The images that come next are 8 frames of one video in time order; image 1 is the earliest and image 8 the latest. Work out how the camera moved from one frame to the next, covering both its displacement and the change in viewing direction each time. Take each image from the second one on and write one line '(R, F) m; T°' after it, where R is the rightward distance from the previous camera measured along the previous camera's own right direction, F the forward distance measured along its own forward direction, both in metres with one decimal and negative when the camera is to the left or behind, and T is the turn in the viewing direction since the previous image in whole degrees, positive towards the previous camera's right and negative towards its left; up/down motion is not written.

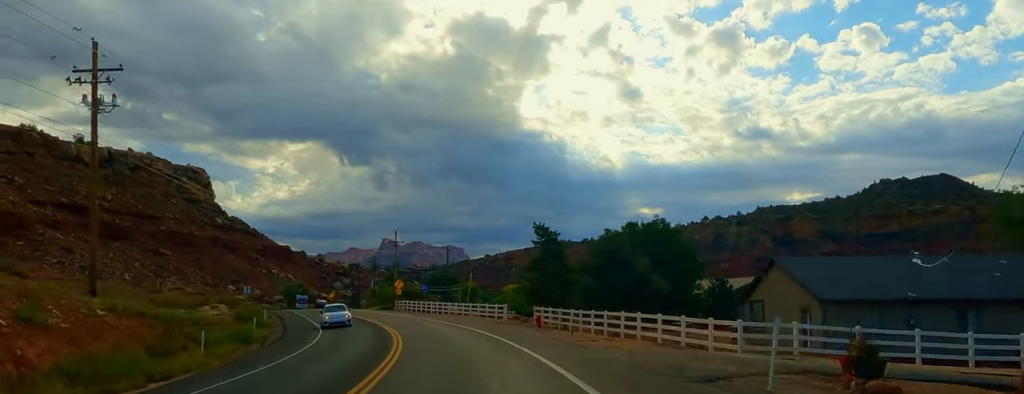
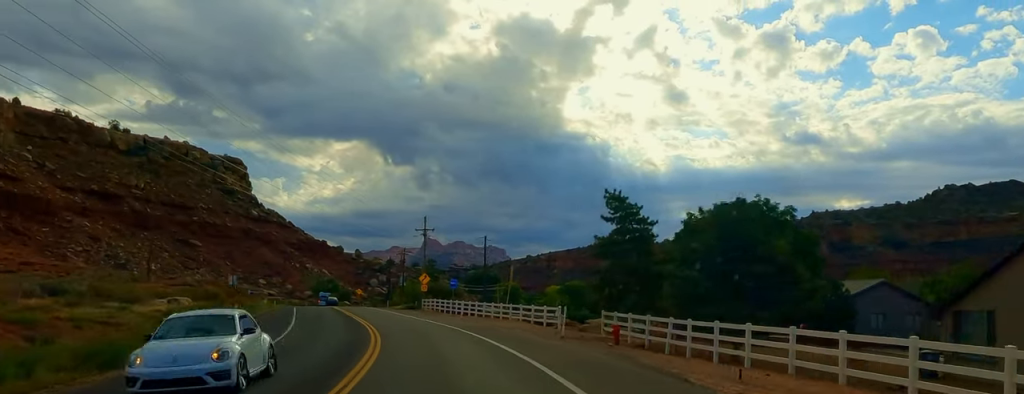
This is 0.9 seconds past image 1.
(-0.8, +16.7) m; -4°
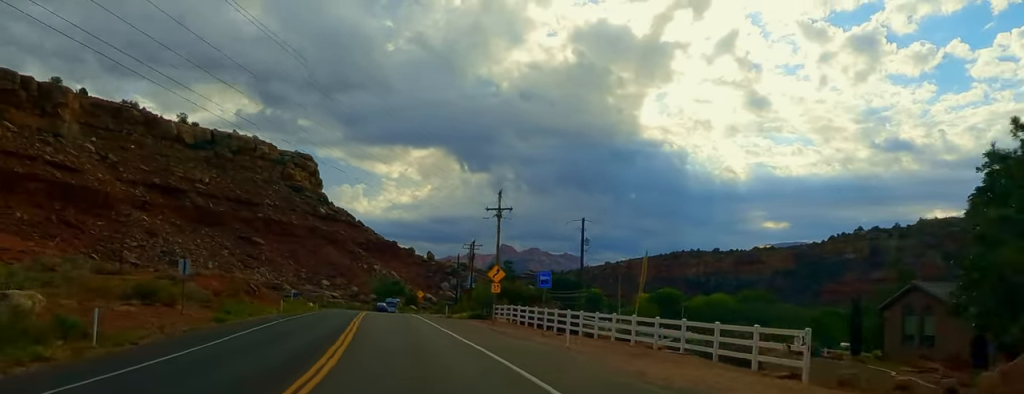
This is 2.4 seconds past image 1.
(-1.3, +25.9) m; -5°
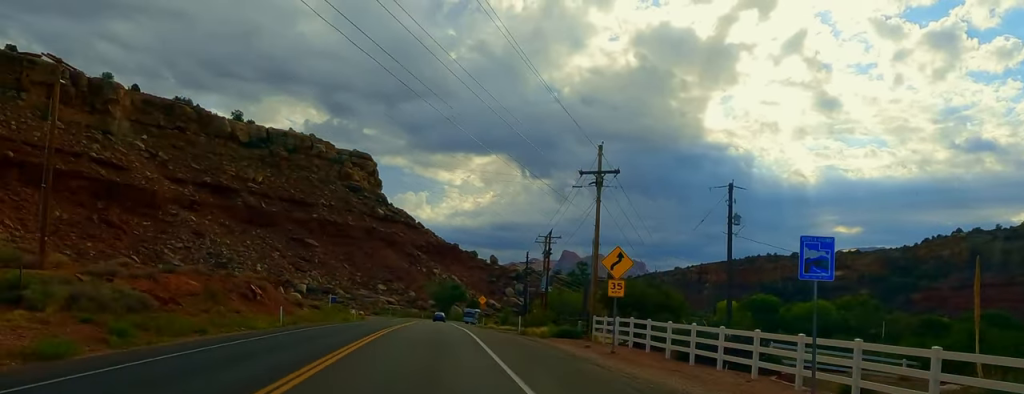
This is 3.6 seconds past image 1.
(-0.9, +21.8) m; -2°
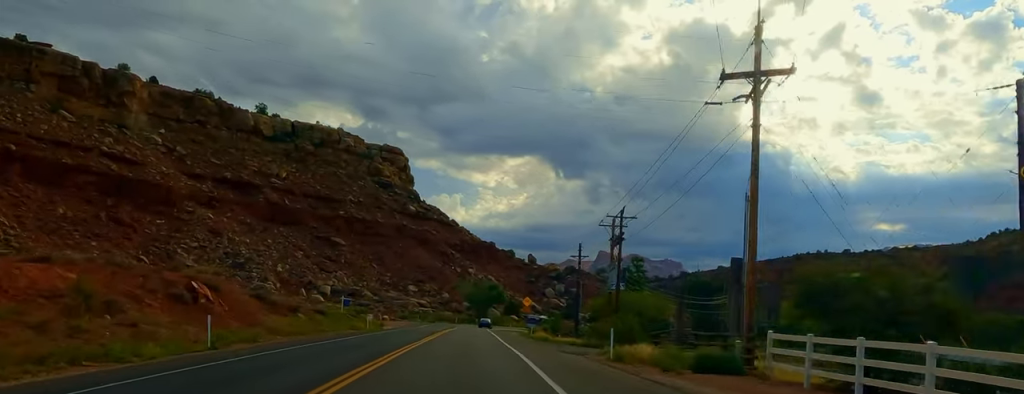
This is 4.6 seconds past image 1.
(-0.3, +18.8) m; -1°
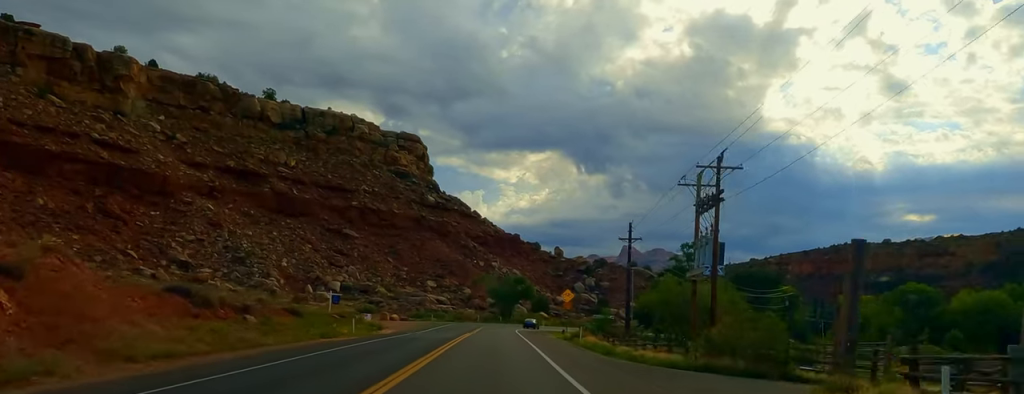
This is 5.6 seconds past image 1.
(-0.1, +18.2) m; 0°
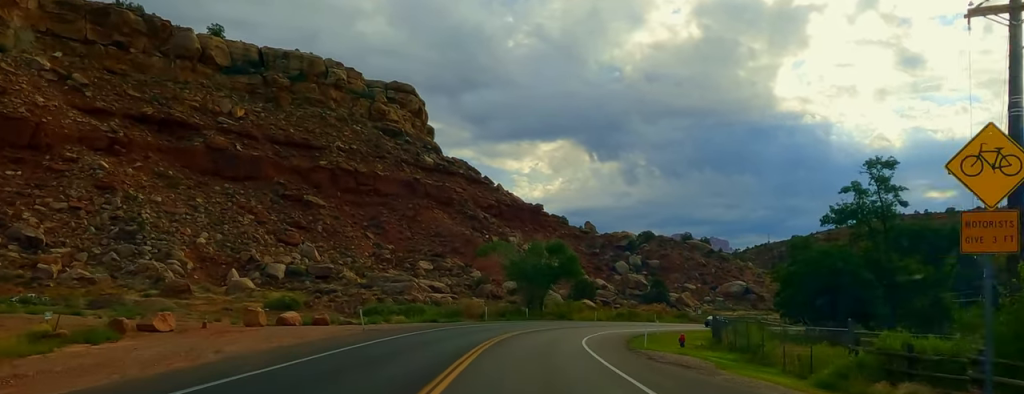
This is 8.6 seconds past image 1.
(+0.4, +55.1) m; +4°
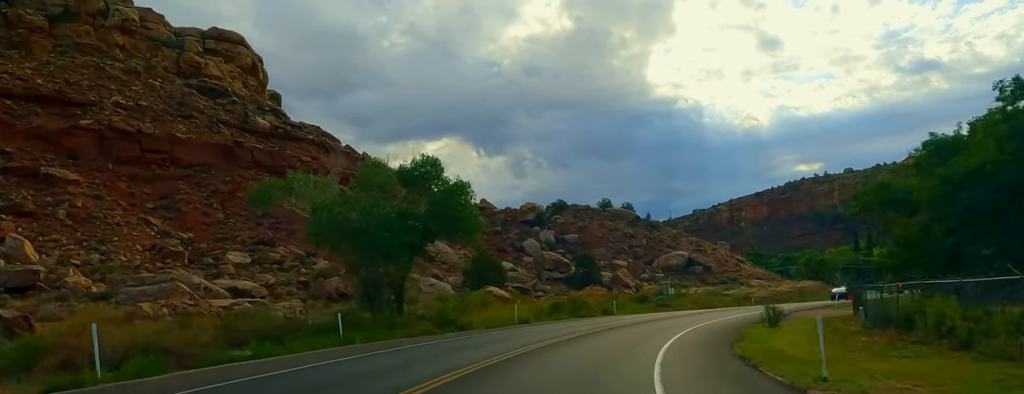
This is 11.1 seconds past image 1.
(+5.3, +46.3) m; +16°
